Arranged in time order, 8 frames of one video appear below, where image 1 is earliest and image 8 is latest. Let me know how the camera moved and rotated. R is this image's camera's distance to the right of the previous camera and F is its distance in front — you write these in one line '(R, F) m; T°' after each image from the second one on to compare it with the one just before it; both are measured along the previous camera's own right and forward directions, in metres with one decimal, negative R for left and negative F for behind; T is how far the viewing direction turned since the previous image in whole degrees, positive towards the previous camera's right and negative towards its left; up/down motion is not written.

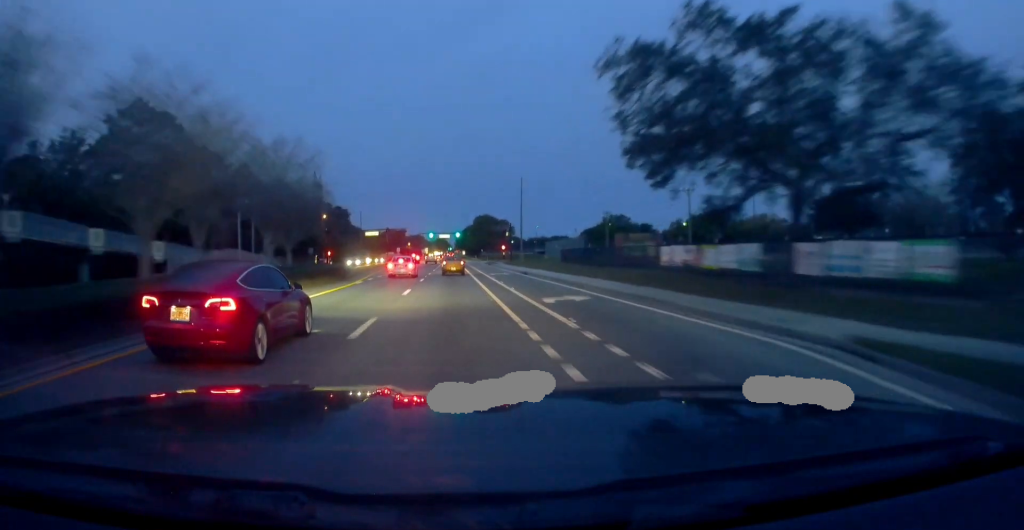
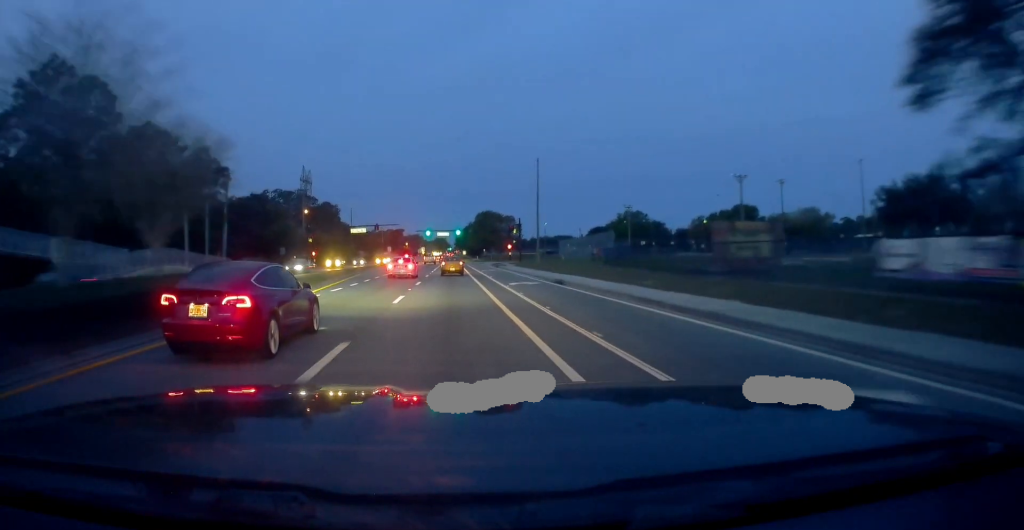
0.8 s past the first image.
(-0.1, +16.2) m; 0°
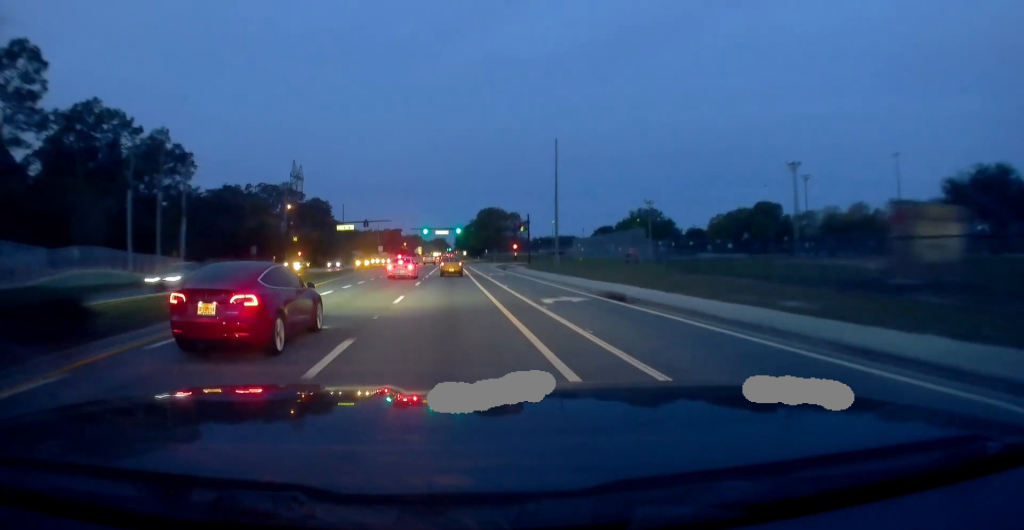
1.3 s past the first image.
(-0.3, +11.9) m; 0°
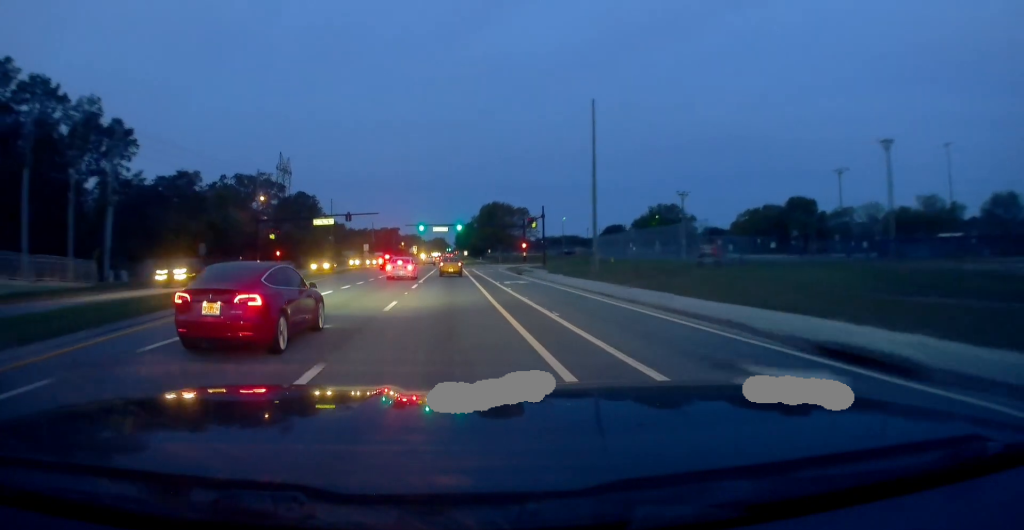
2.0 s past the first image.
(+0.4, +14.5) m; +1°
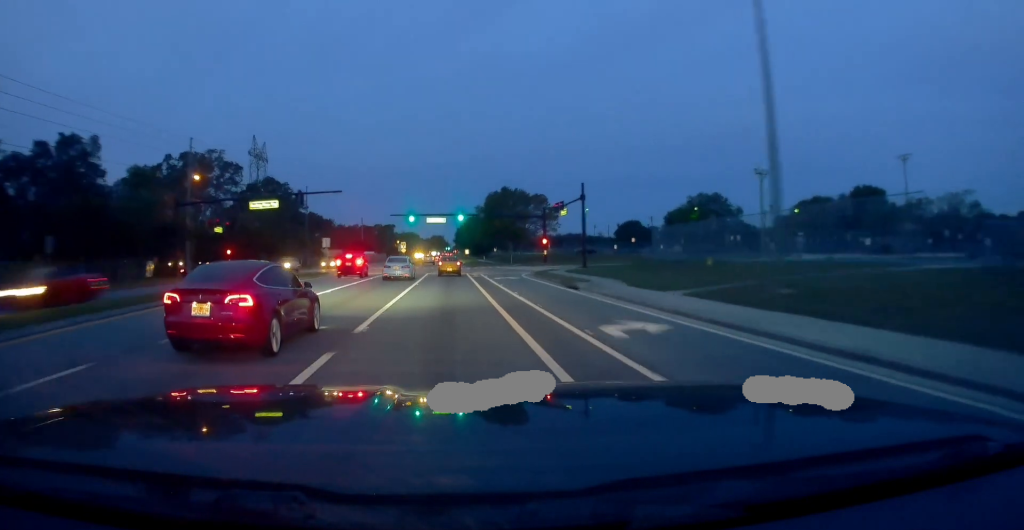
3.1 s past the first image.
(+0.2, +22.7) m; -1°
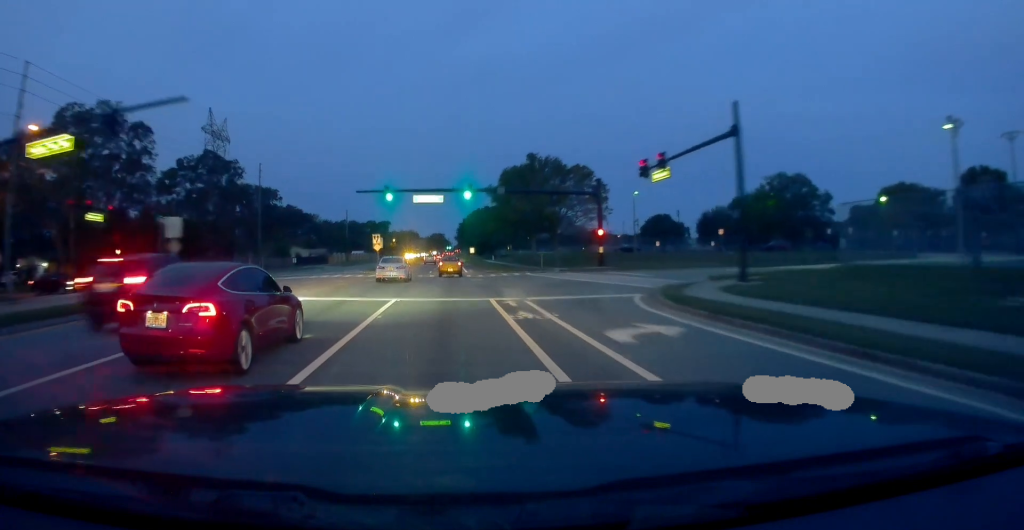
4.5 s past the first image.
(-0.7, +29.1) m; -2°
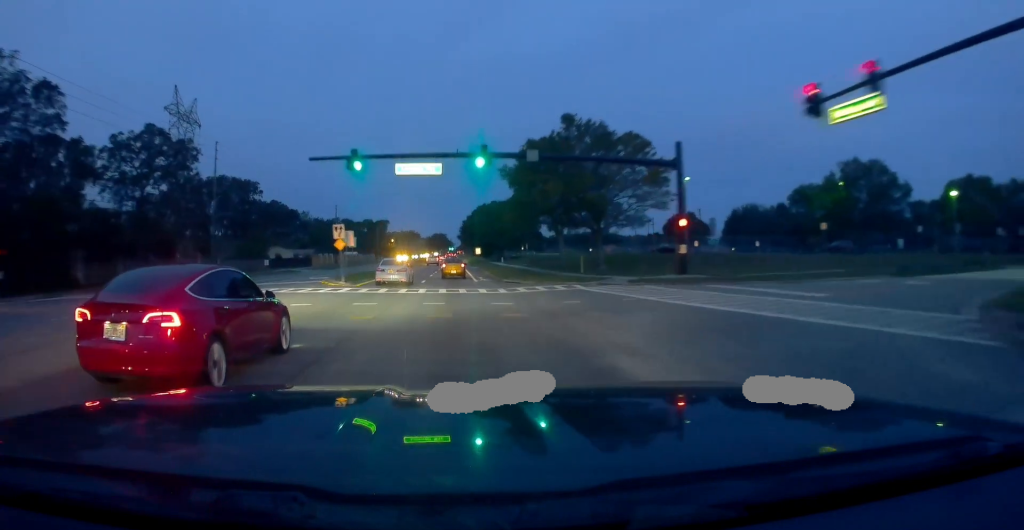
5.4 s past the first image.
(0.0, +17.2) m; +1°
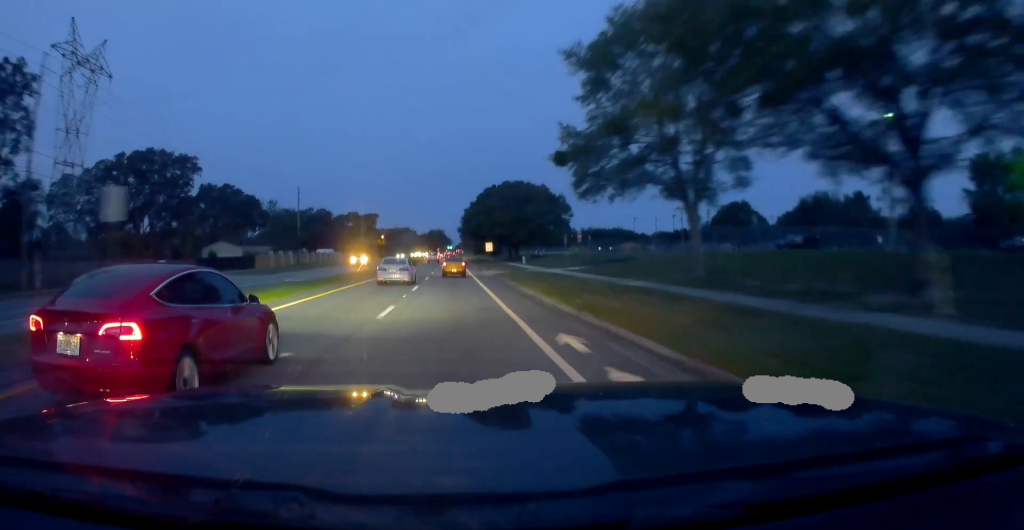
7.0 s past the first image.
(+0.2, +33.6) m; -1°
